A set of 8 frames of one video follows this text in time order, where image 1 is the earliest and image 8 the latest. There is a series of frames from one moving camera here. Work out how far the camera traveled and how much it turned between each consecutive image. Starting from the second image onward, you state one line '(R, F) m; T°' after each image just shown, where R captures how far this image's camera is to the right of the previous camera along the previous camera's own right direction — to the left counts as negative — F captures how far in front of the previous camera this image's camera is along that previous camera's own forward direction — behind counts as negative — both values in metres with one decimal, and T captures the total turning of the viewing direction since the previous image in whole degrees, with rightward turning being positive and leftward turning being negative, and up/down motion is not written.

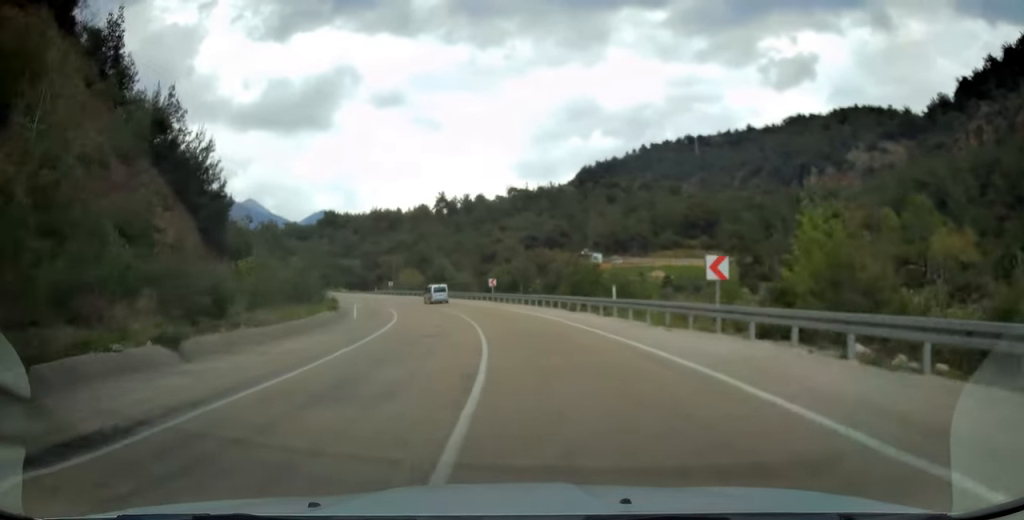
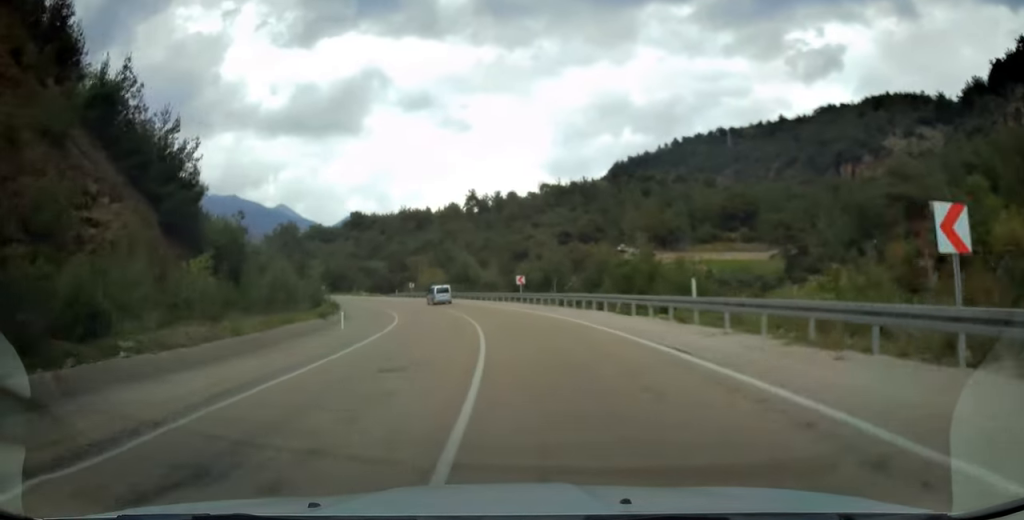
(-0.1, +8.5) m; -3°
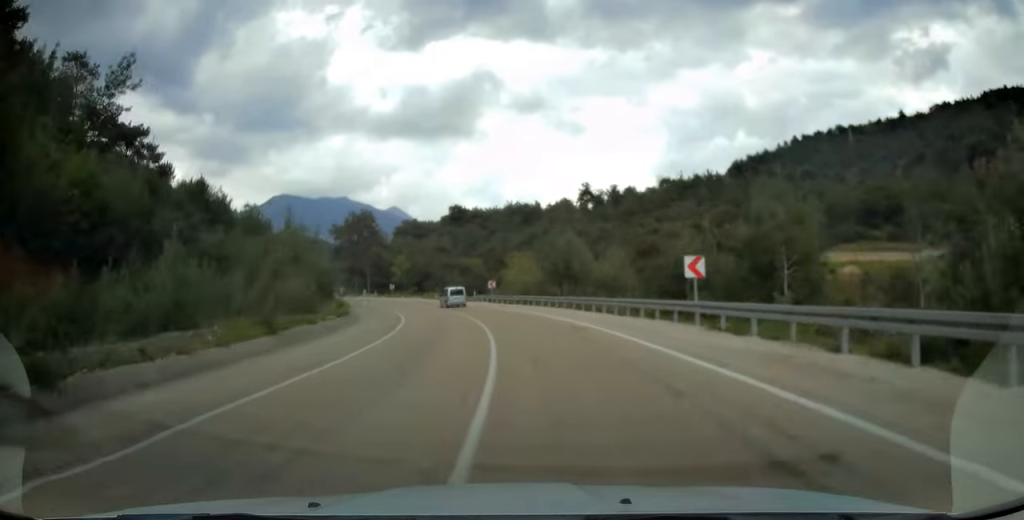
(-2.7, +27.7) m; -10°
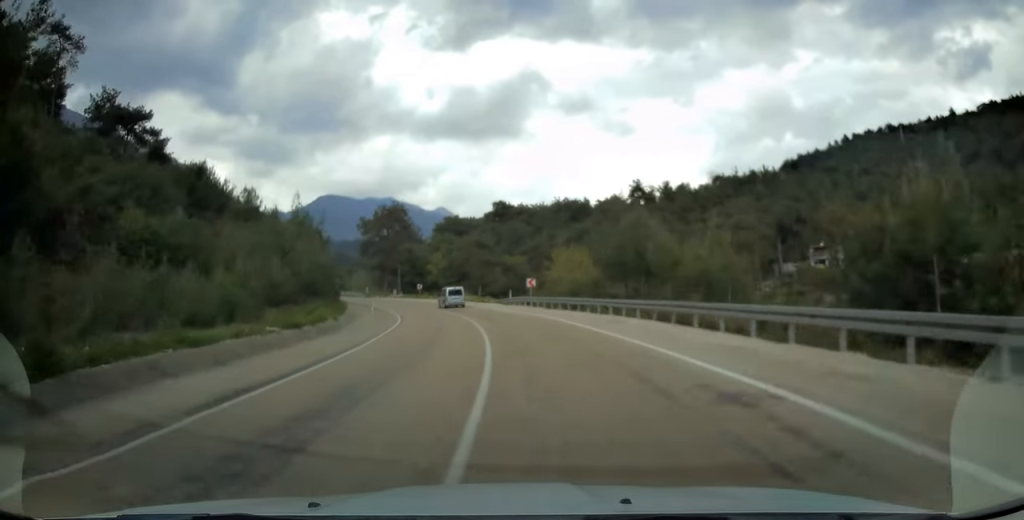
(-0.3, +13.5) m; -5°
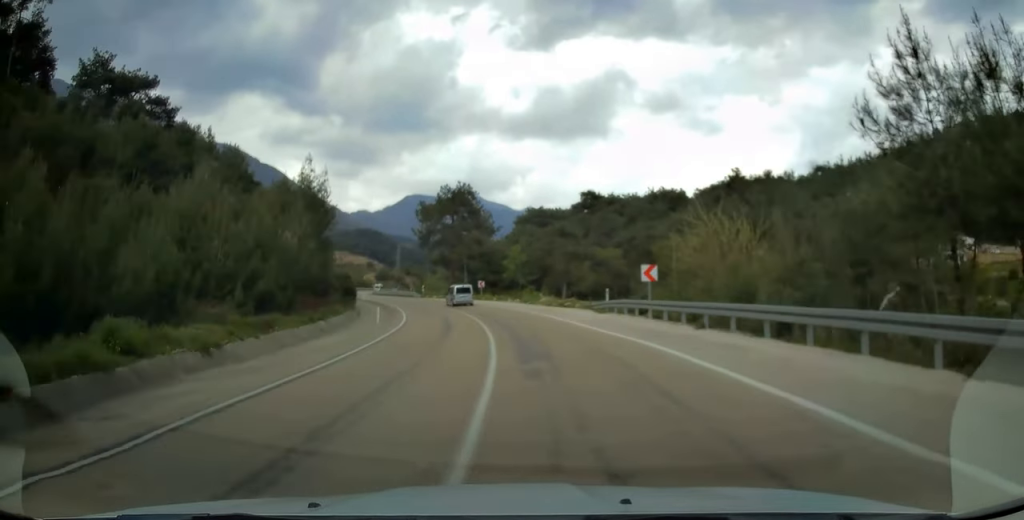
(-1.8, +21.9) m; -9°
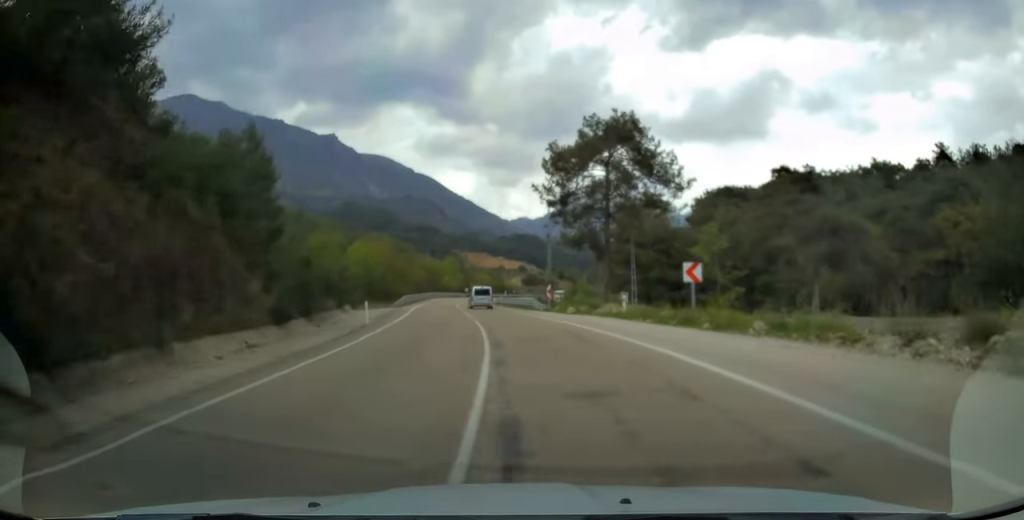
(-6.3, +43.5) m; -15°
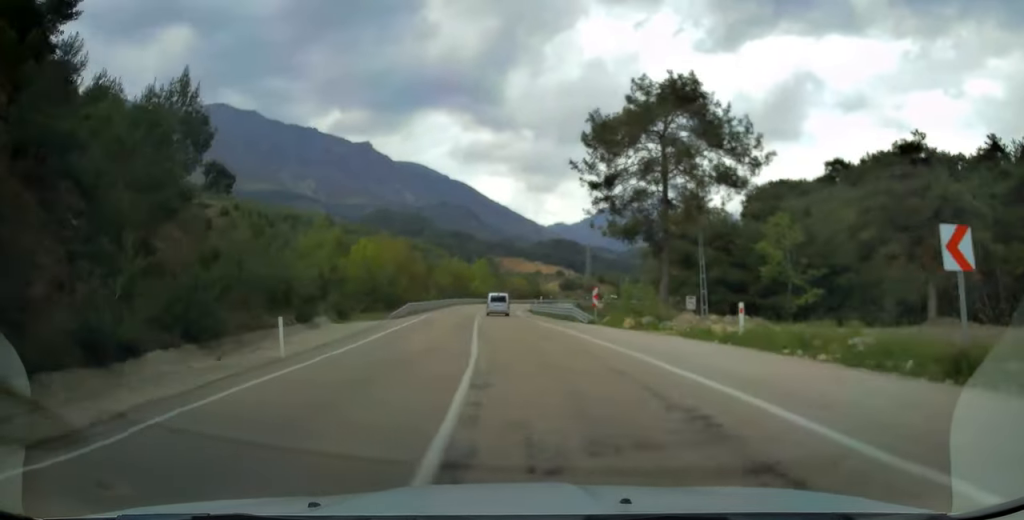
(-0.2, +12.2) m; -3°
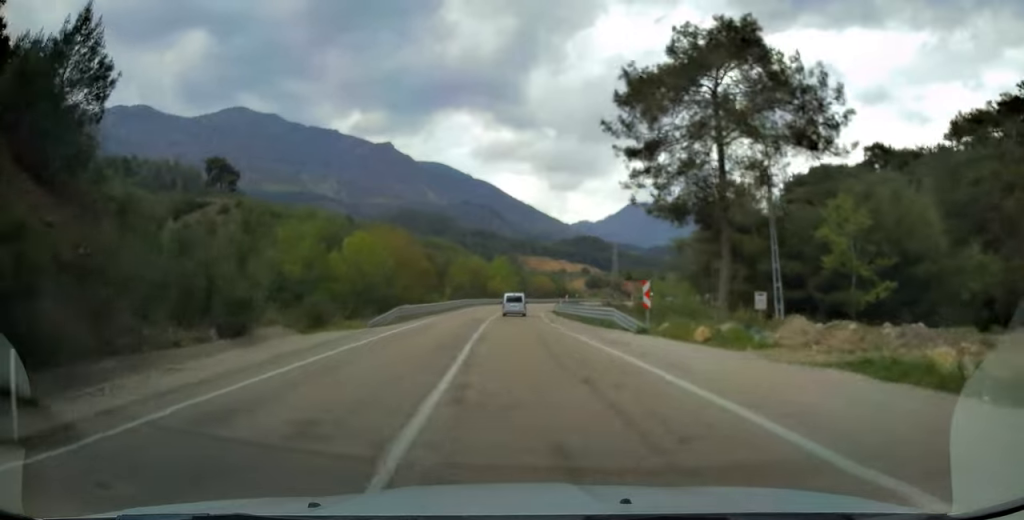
(-0.2, +9.5) m; -2°
